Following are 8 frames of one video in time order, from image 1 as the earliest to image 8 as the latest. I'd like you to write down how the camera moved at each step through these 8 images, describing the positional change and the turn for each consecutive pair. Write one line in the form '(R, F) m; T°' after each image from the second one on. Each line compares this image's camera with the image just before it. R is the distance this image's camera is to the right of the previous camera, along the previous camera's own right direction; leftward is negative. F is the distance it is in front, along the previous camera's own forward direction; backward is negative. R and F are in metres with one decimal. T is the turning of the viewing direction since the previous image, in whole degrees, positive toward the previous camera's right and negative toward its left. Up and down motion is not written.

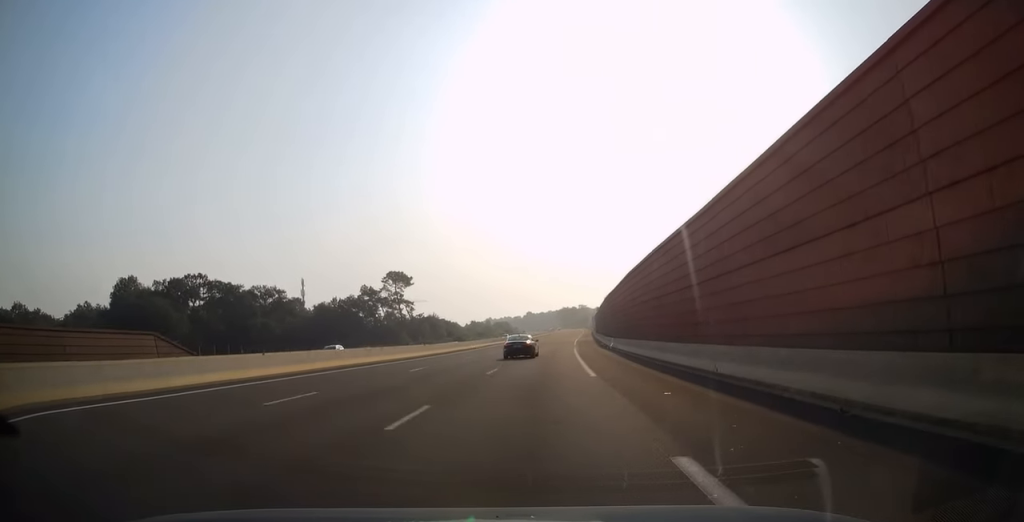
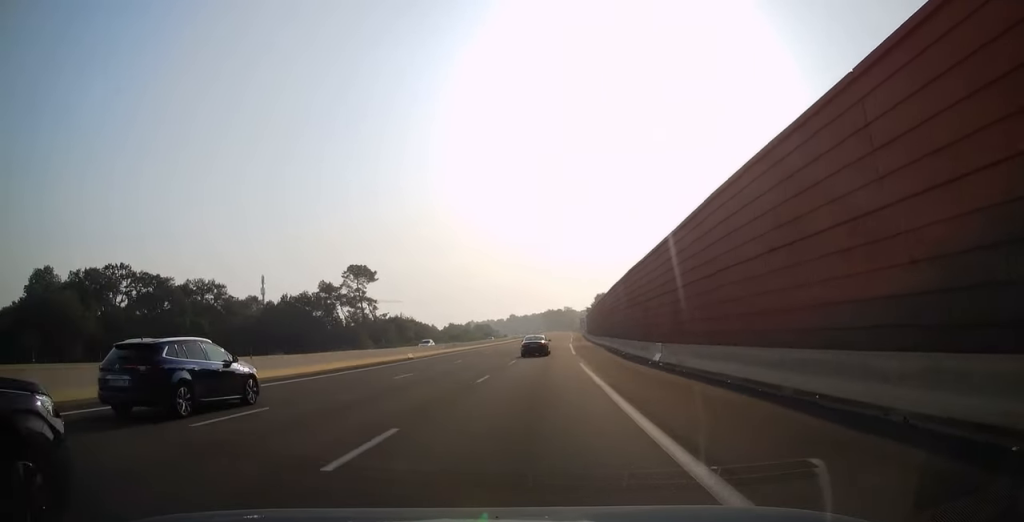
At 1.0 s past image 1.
(+0.4, +28.6) m; +2°
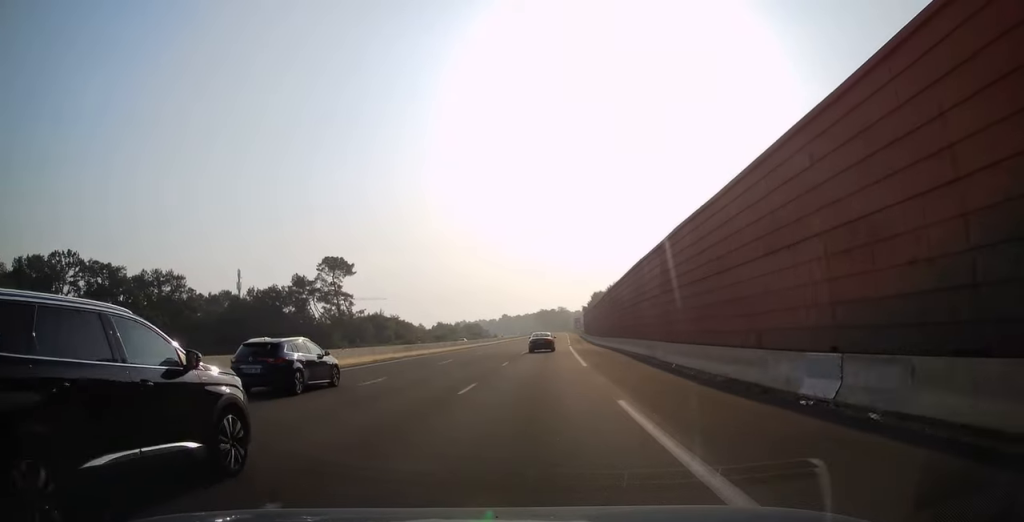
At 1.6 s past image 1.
(+0.3, +17.3) m; +1°
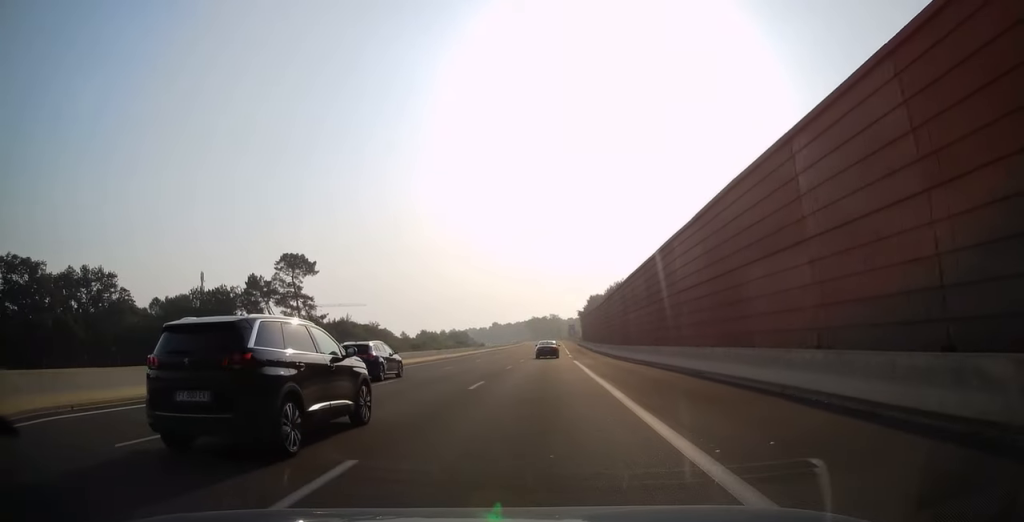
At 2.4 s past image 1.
(+0.2, +24.1) m; 0°
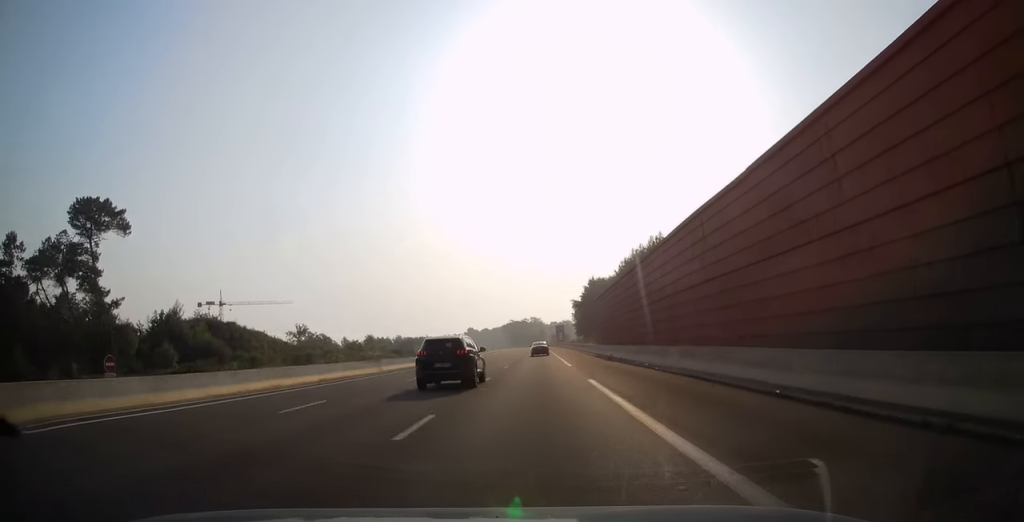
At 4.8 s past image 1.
(+0.7, +72.3) m; +1°
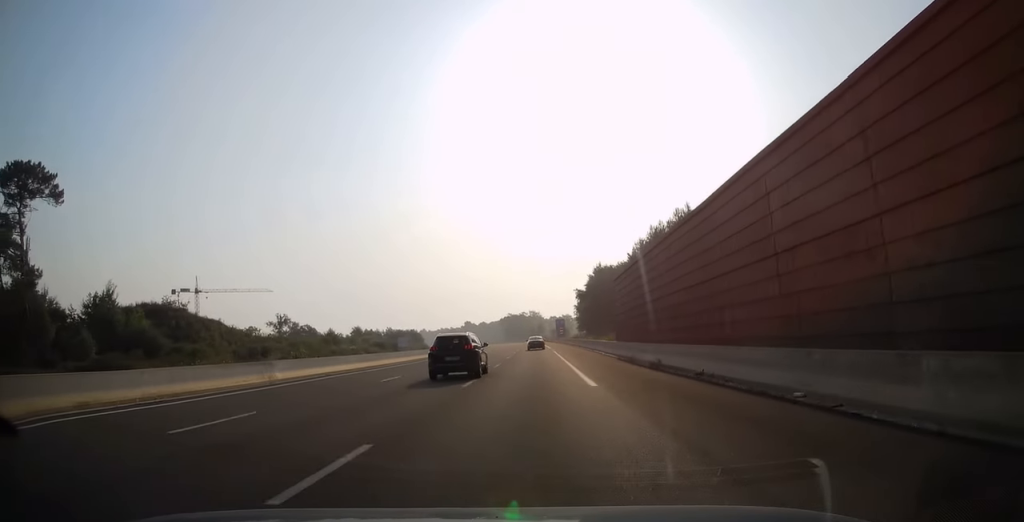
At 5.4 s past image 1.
(0.0, +16.6) m; 0°
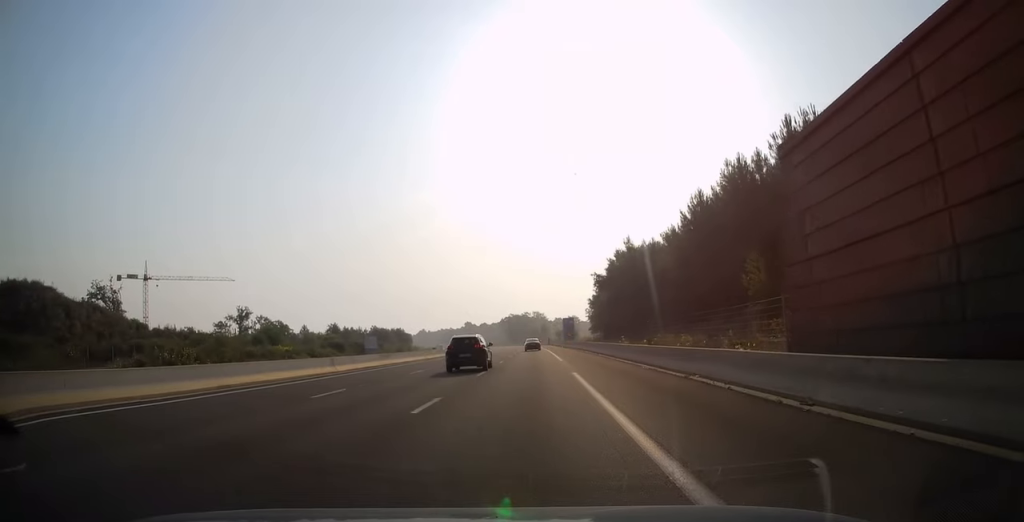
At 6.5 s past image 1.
(-0.3, +32.2) m; -1°
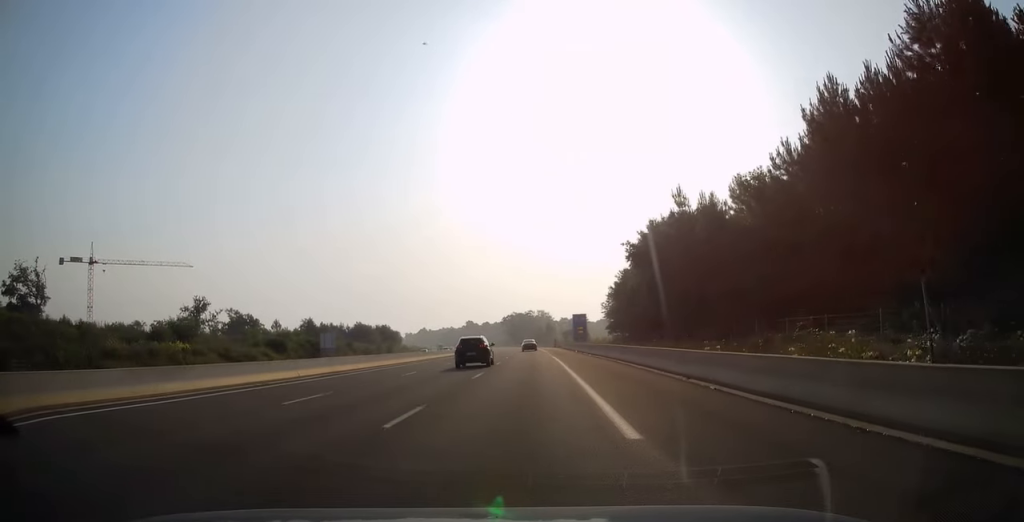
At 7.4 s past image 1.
(-0.2, +27.9) m; 0°
